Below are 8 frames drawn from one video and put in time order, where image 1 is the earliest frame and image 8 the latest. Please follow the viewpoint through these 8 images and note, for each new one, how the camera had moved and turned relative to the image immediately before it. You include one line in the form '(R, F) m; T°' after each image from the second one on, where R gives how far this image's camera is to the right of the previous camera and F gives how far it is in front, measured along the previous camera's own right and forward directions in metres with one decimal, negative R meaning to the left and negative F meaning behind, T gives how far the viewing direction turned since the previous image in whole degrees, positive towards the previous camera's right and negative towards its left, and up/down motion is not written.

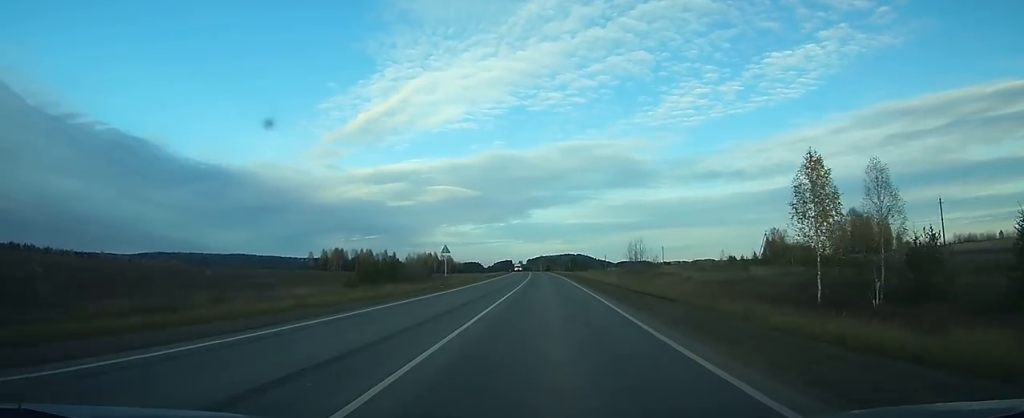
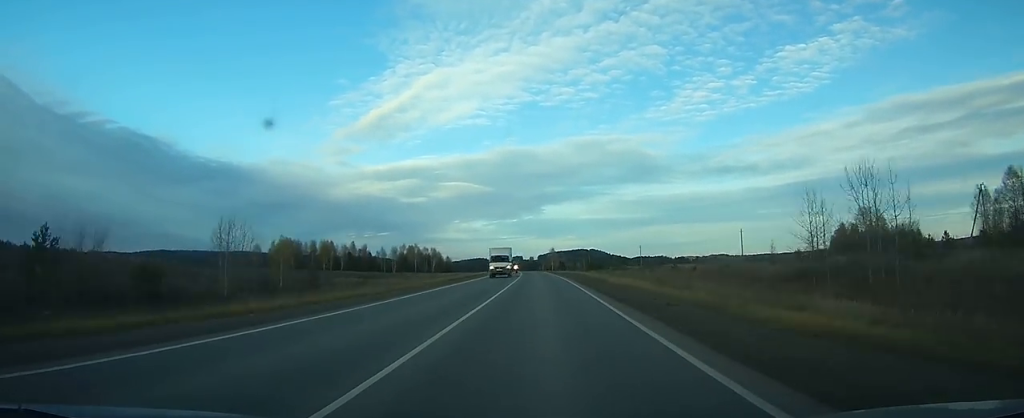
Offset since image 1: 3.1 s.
(-0.2, +84.0) m; -1°
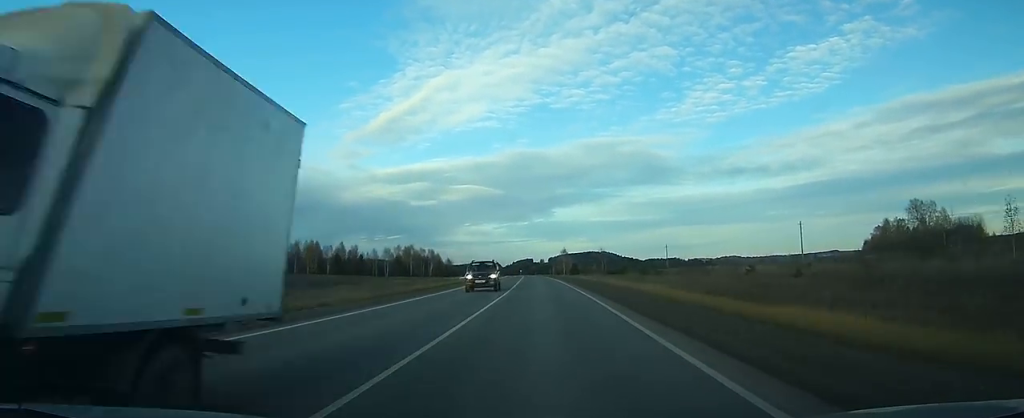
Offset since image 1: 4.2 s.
(+0.1, +31.3) m; -1°
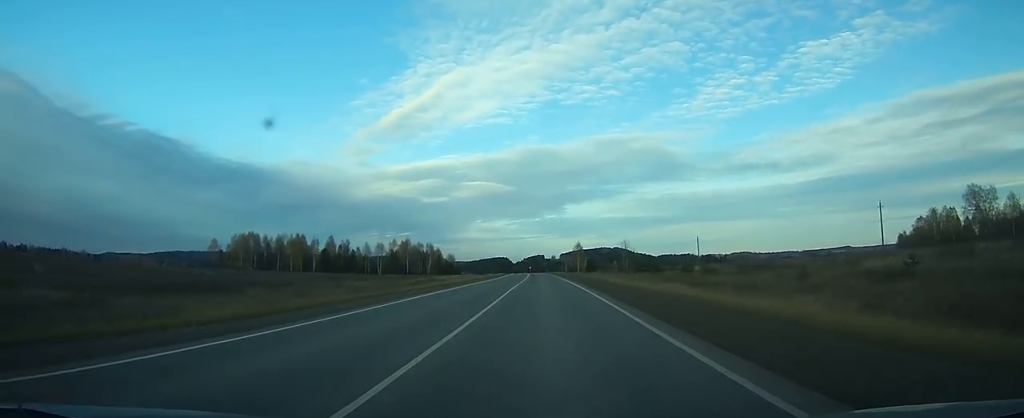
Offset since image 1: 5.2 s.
(-0.3, +27.5) m; -1°
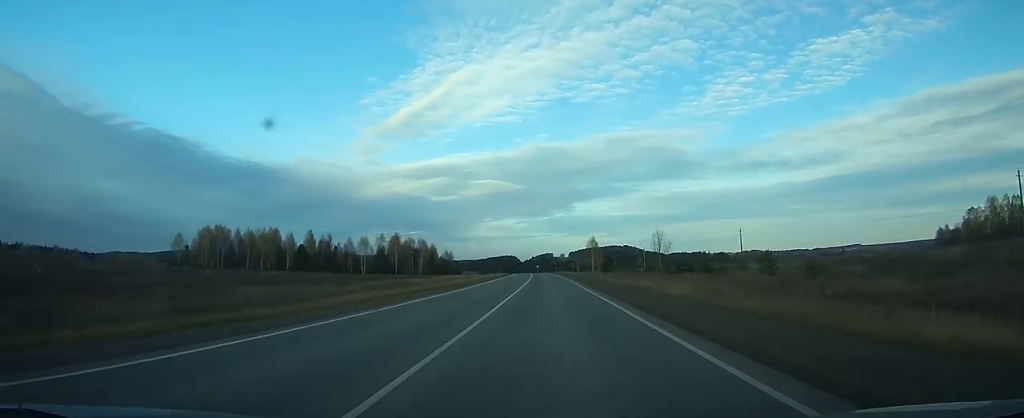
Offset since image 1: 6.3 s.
(-0.1, +31.2) m; -1°
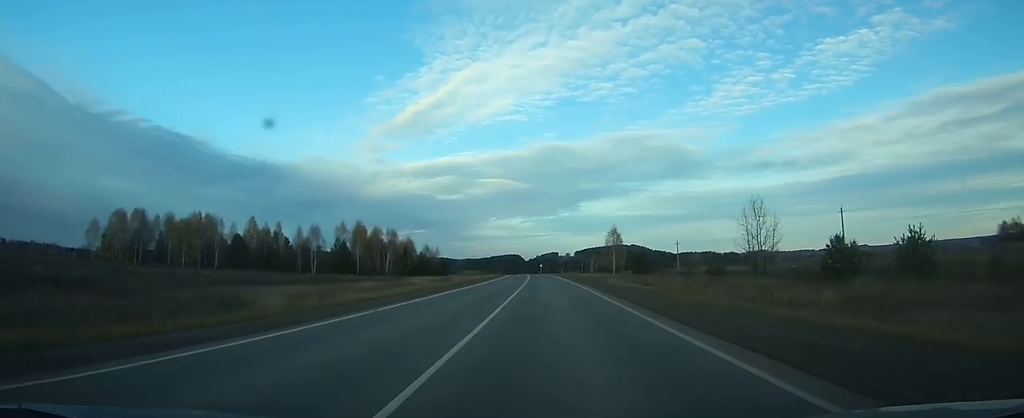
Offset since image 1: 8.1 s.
(-0.6, +47.5) m; -1°
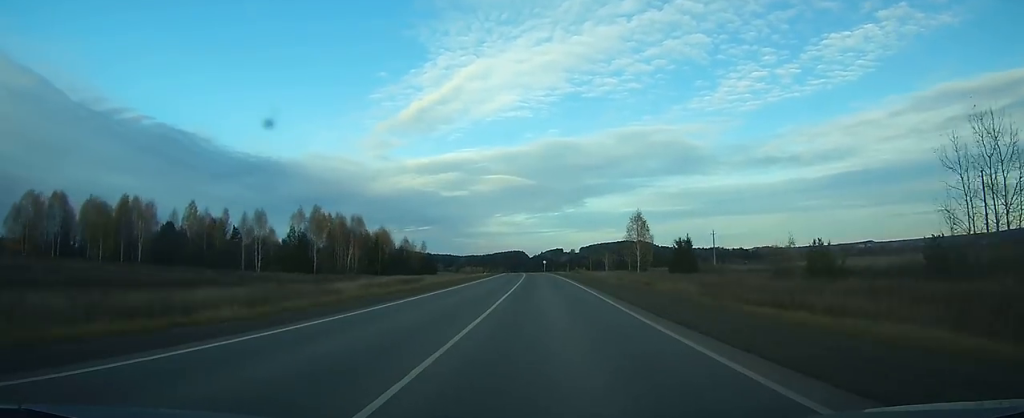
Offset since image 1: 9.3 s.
(-0.2, +32.7) m; -1°
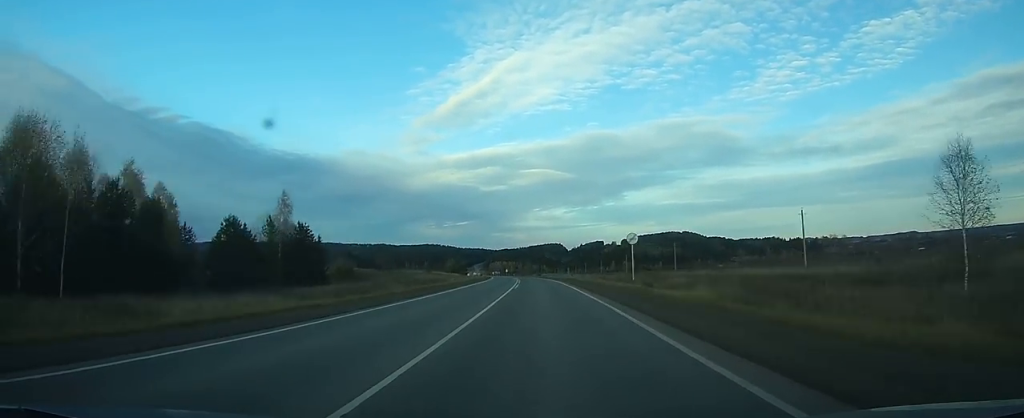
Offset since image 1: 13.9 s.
(-2.8, +125.2) m; -3°
